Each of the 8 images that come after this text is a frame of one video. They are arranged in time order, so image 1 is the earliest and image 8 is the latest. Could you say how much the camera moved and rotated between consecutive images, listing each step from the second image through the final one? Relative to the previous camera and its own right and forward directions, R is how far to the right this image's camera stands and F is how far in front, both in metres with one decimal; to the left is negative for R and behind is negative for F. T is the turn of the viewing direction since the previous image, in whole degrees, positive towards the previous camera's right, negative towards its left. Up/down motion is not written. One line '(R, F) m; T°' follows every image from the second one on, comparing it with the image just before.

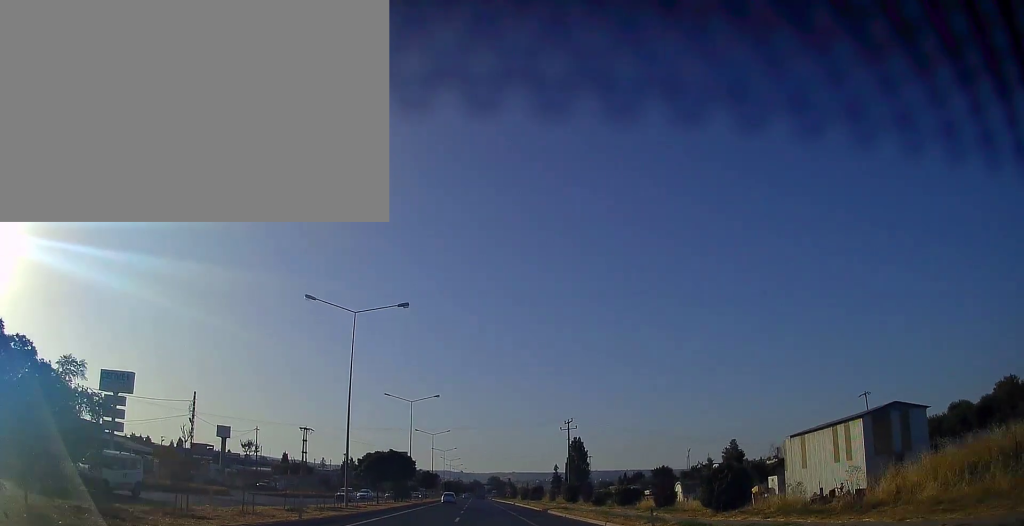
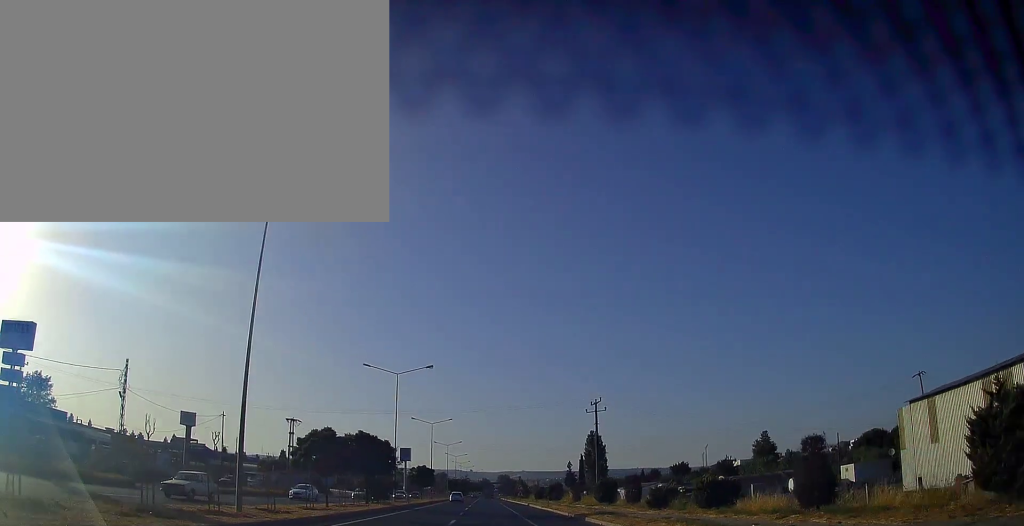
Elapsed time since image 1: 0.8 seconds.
(-0.1, +16.4) m; -1°
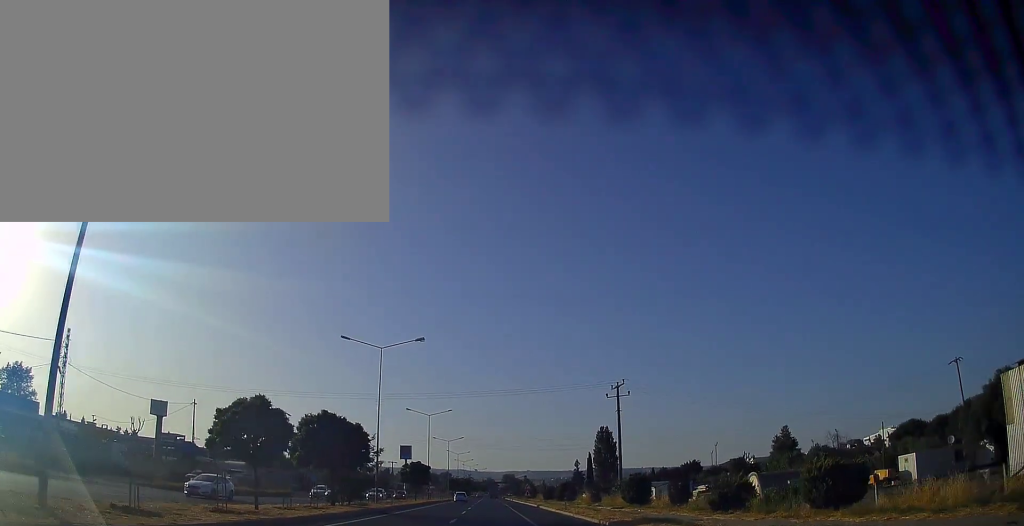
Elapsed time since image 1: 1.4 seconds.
(-0.1, +10.8) m; 0°
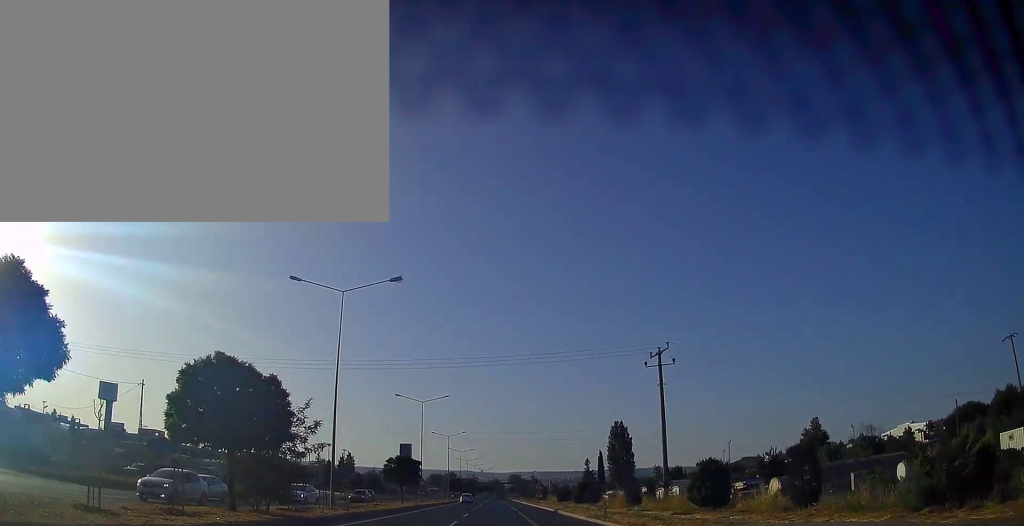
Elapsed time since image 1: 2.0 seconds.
(0.0, +13.0) m; 0°
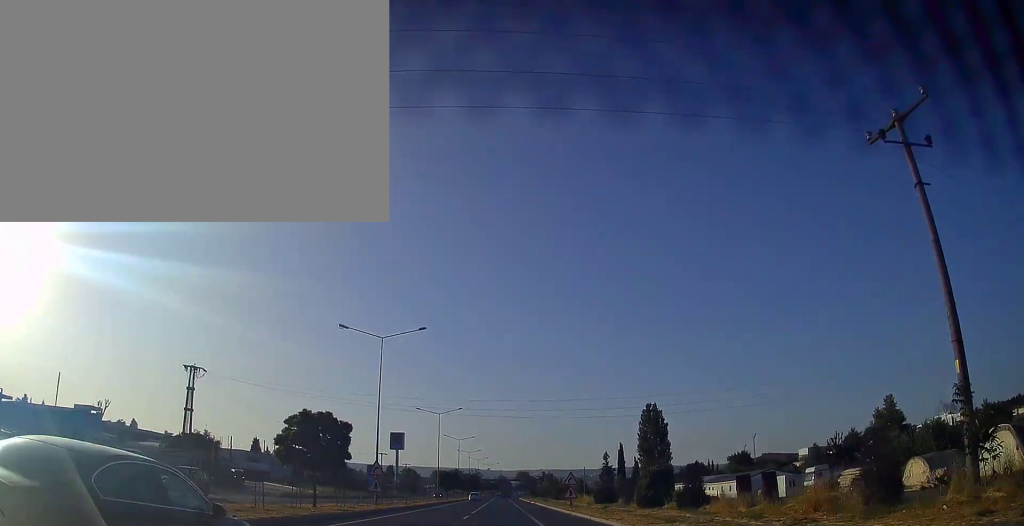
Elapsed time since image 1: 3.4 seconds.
(-0.2, +30.0) m; -1°
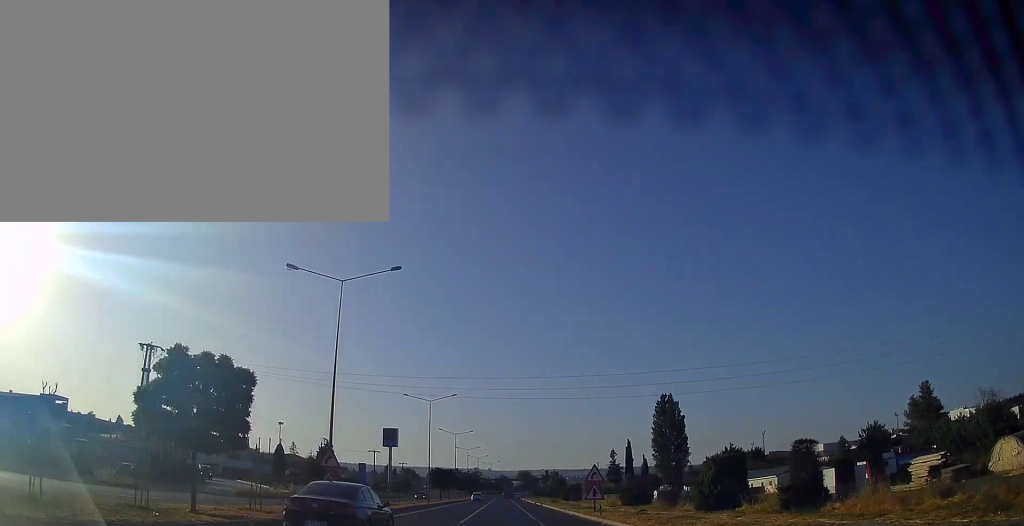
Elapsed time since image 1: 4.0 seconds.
(0.0, +11.4) m; 0°
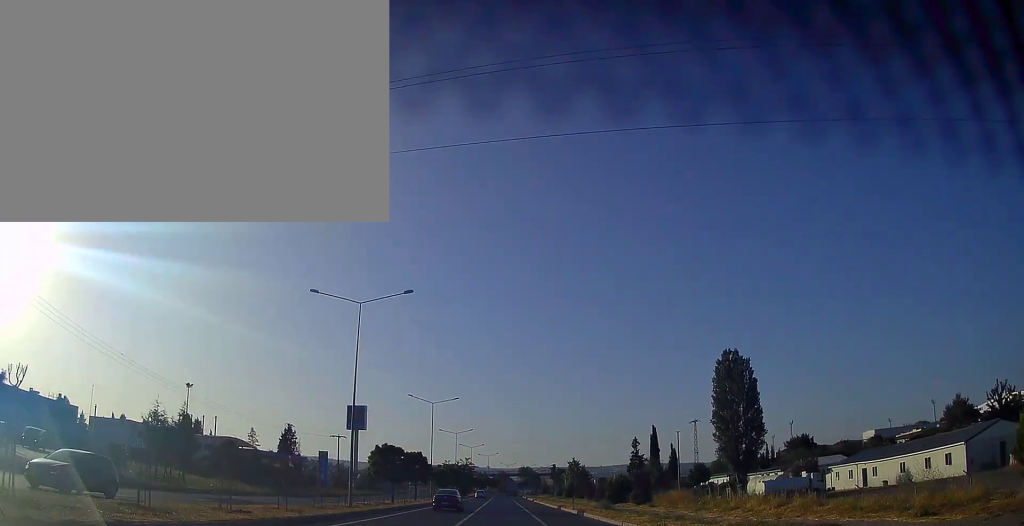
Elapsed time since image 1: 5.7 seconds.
(-0.1, +37.1) m; 0°
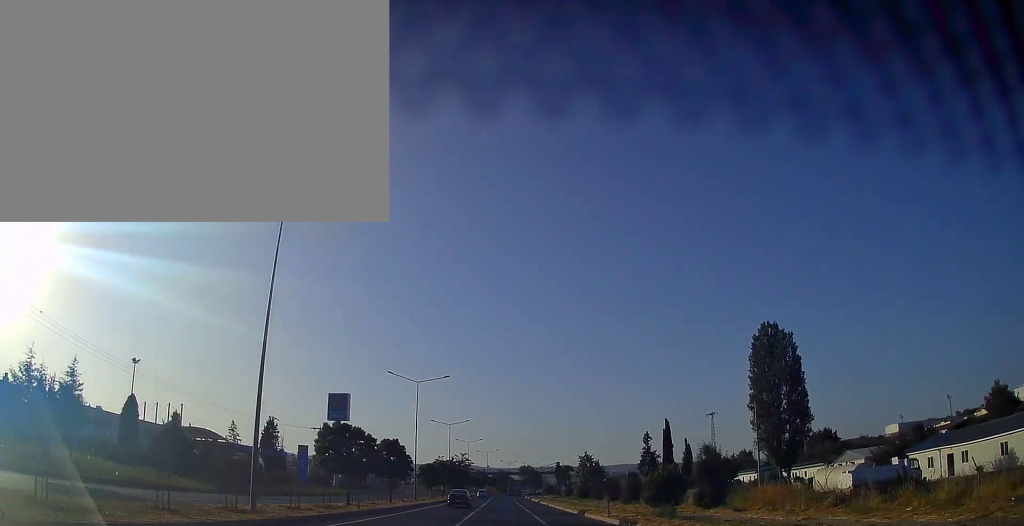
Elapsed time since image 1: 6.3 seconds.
(+0.1, +14.8) m; 0°
